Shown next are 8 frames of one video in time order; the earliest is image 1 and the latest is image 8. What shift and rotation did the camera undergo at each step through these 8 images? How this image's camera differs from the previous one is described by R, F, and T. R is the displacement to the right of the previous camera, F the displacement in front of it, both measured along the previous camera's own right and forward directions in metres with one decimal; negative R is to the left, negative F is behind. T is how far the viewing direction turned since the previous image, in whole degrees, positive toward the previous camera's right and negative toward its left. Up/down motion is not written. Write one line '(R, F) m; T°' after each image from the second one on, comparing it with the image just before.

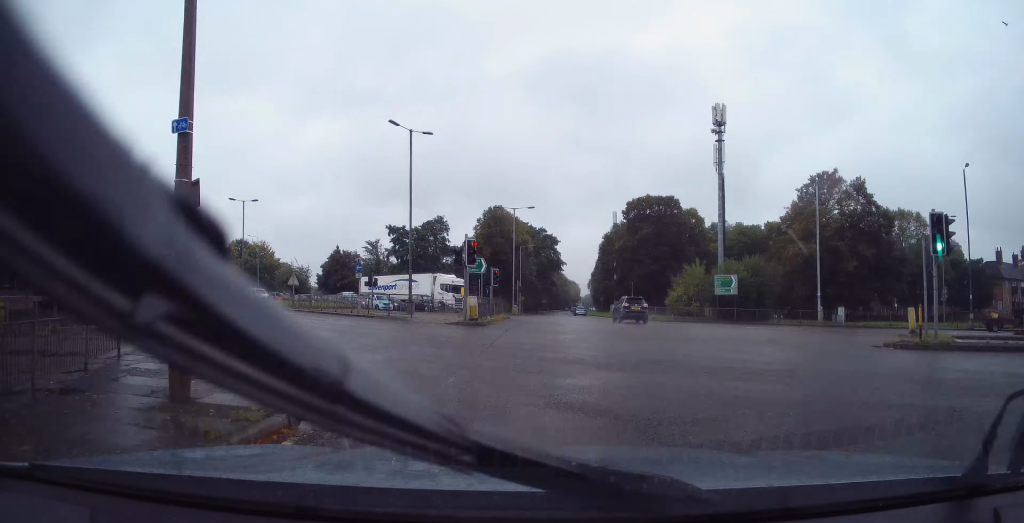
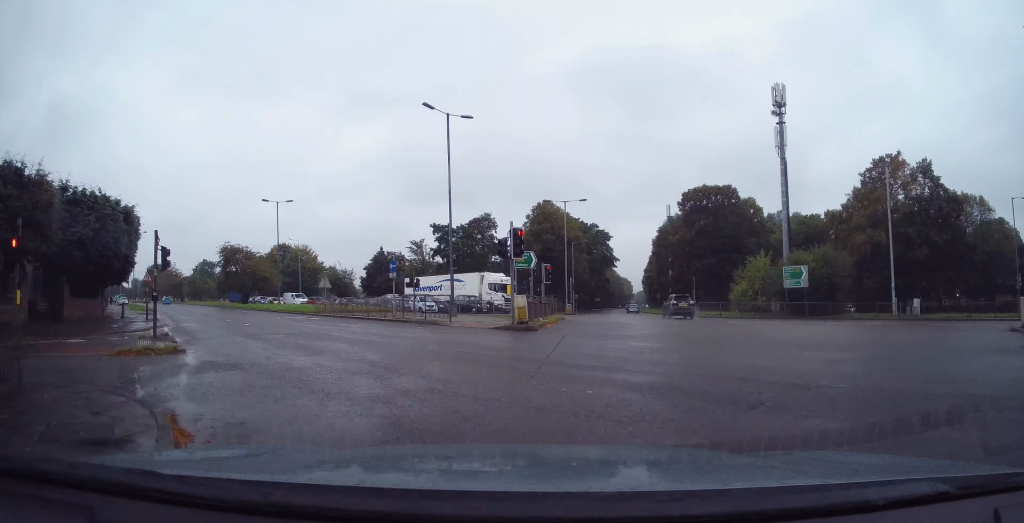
(-0.1, +3.7) m; -6°
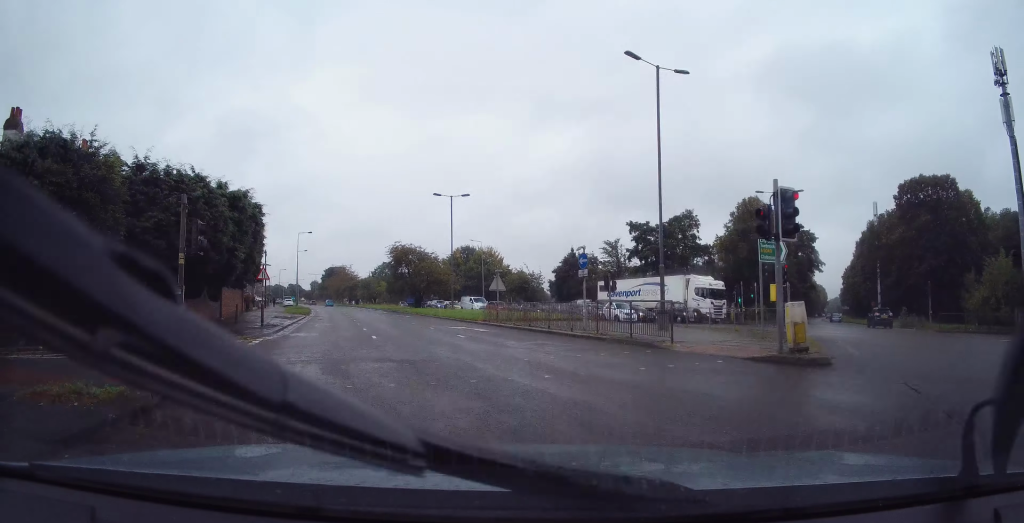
(-0.8, +7.8) m; -14°
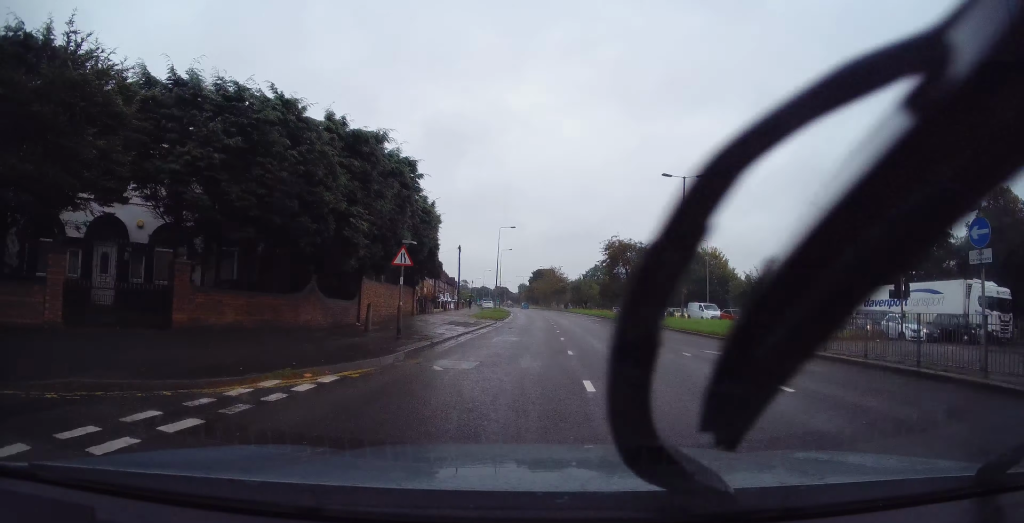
(-1.9, +10.6) m; -19°
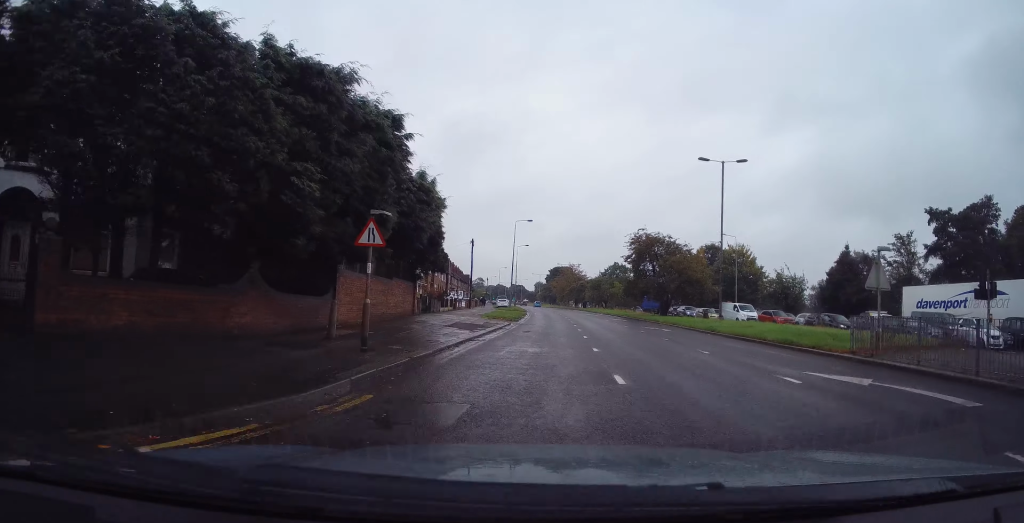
(-0.3, +5.0) m; -5°
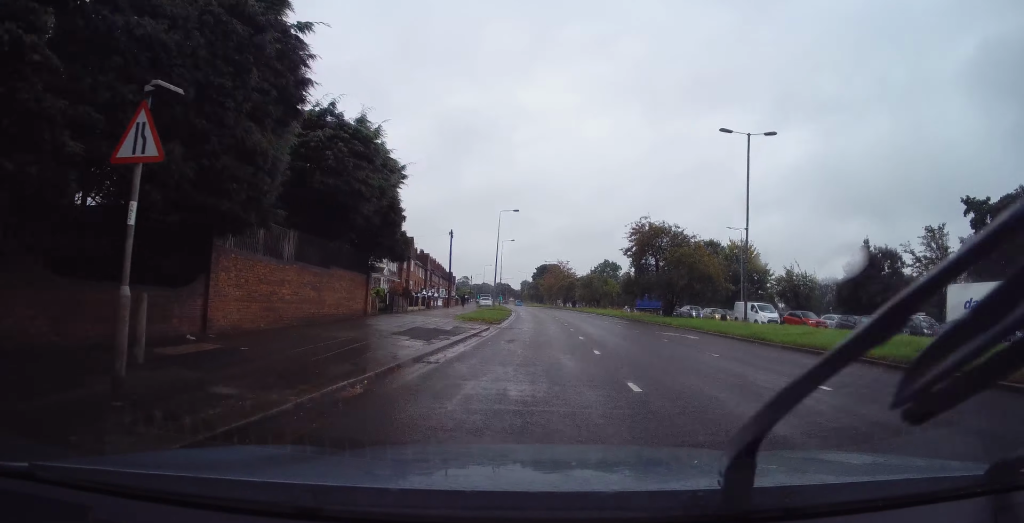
(-0.6, +6.8) m; -2°
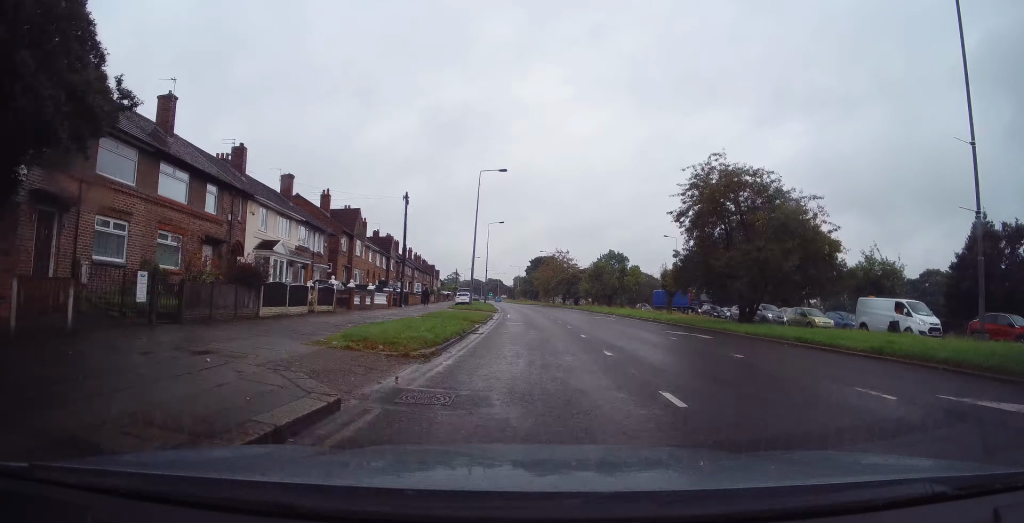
(+0.4, +18.9) m; 0°
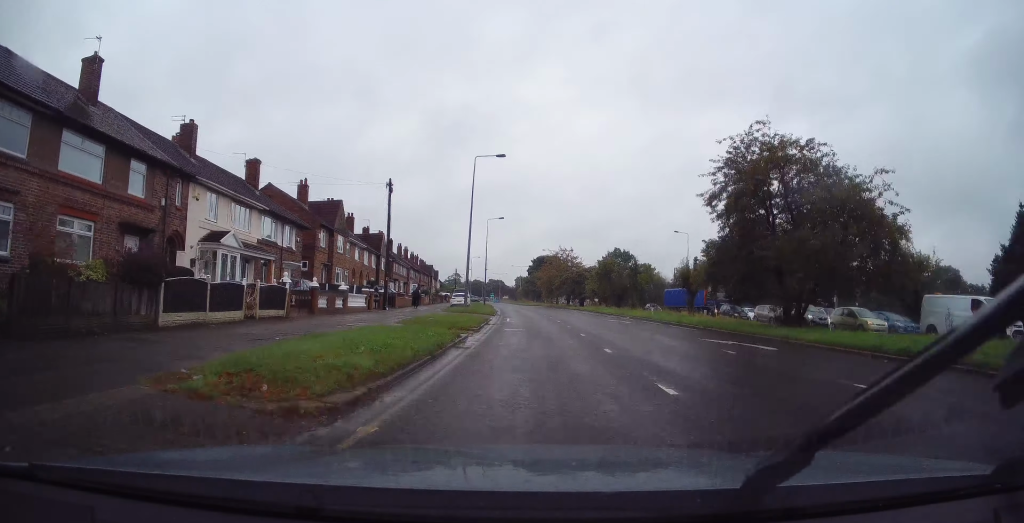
(0.0, +5.3) m; 0°
